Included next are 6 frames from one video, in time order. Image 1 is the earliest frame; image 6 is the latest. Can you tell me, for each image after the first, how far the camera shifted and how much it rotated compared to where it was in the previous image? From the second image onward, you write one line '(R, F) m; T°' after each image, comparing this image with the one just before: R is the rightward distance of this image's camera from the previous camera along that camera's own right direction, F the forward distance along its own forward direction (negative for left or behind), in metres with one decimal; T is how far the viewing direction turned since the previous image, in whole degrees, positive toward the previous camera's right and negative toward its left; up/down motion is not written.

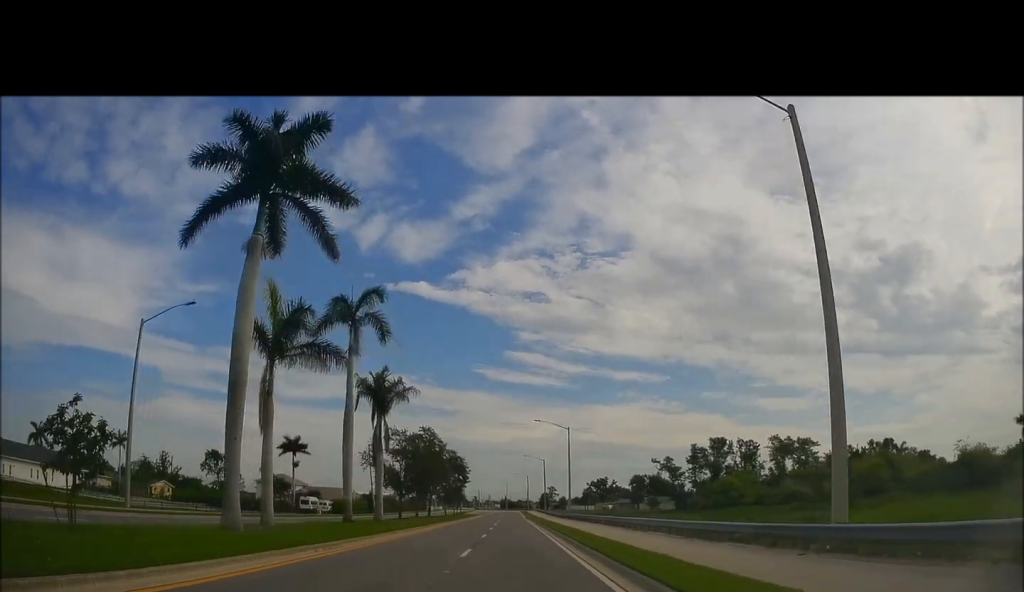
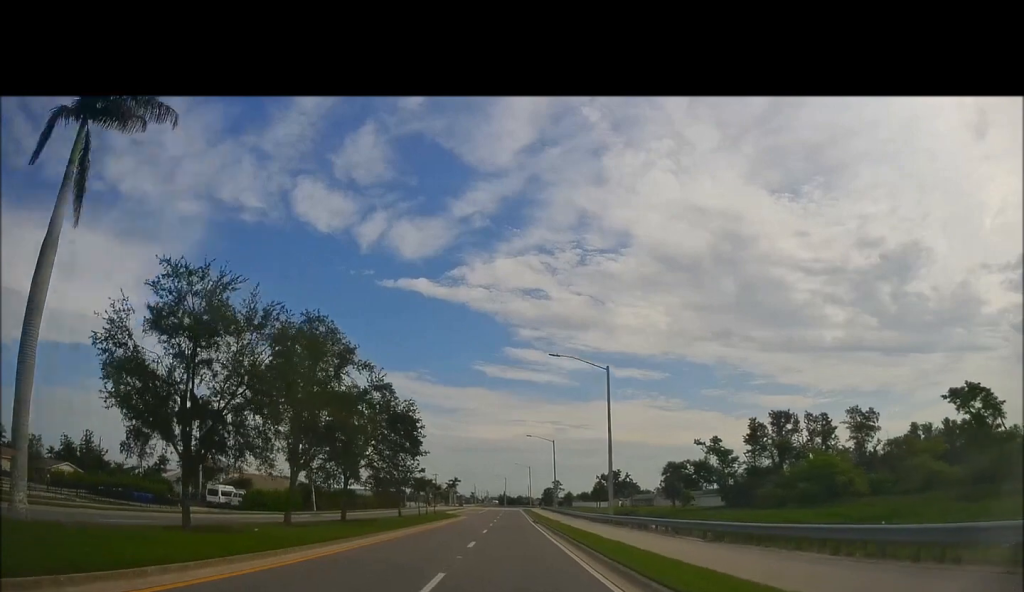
(+0.2, +32.6) m; +1°
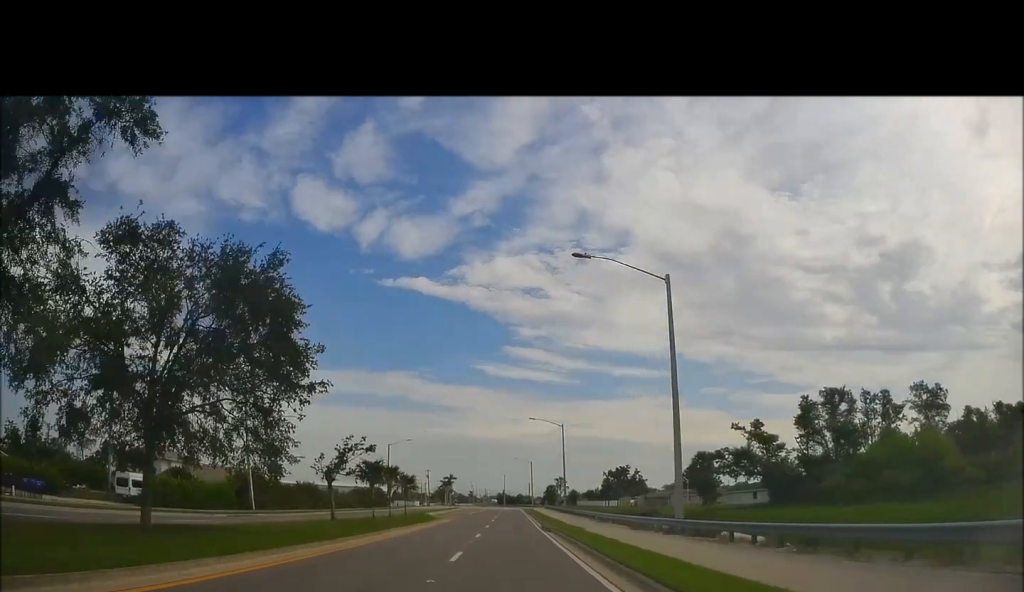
(0.0, +18.5) m; -1°
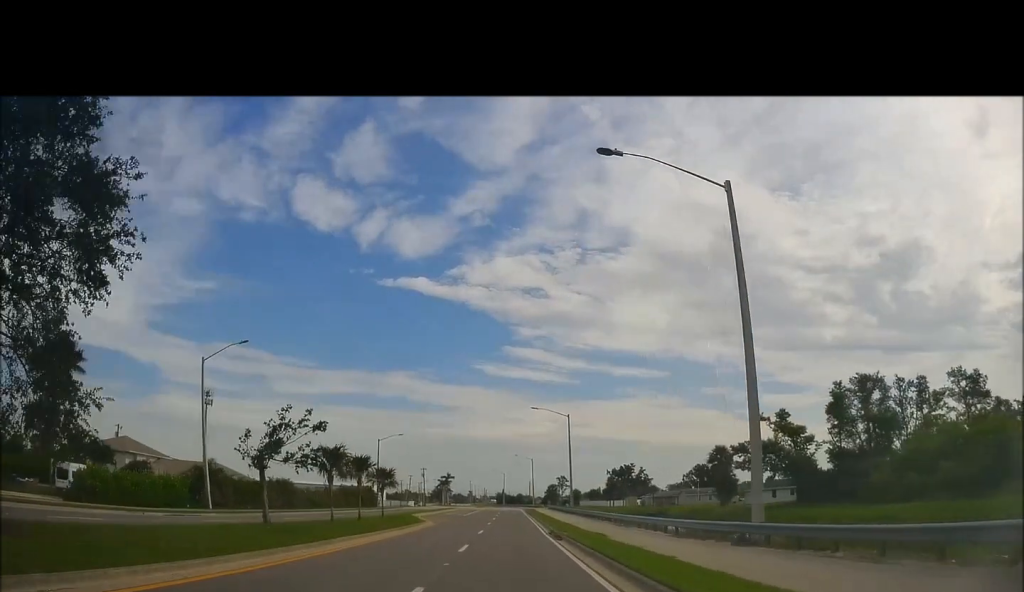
(0.0, +8.8) m; 0°
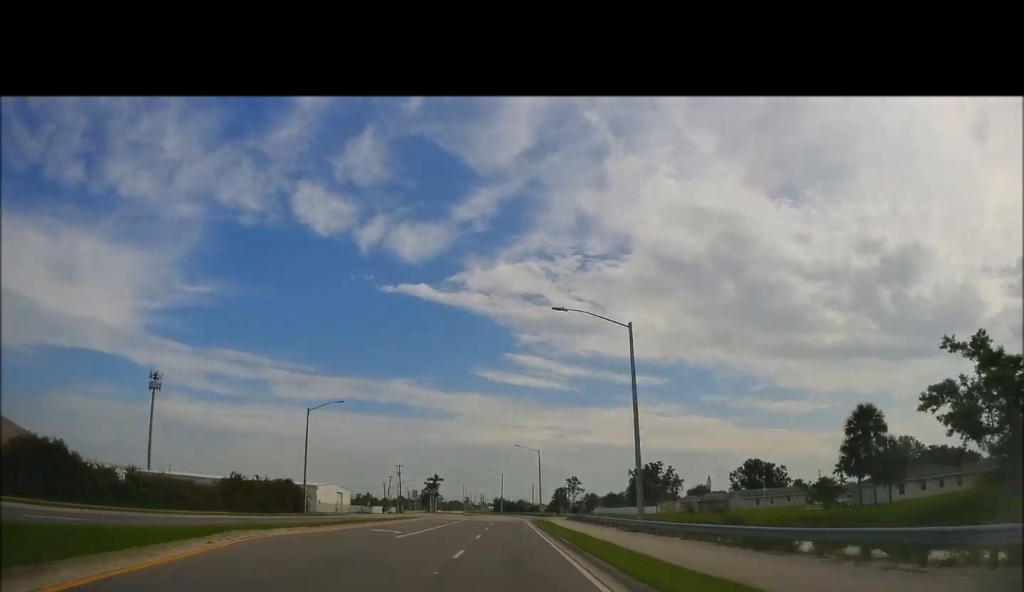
(0.0, +38.5) m; +1°
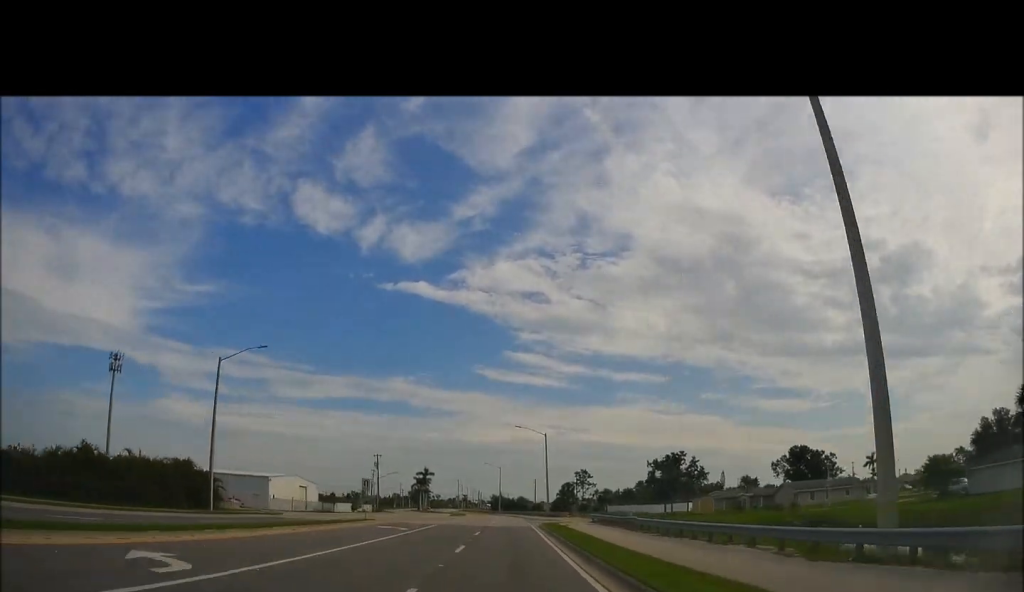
(+0.1, +23.0) m; 0°
